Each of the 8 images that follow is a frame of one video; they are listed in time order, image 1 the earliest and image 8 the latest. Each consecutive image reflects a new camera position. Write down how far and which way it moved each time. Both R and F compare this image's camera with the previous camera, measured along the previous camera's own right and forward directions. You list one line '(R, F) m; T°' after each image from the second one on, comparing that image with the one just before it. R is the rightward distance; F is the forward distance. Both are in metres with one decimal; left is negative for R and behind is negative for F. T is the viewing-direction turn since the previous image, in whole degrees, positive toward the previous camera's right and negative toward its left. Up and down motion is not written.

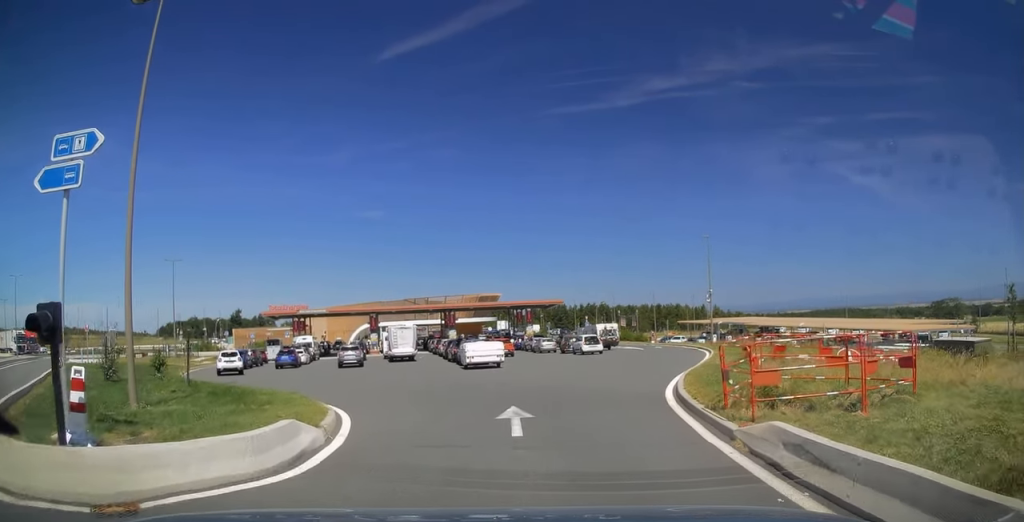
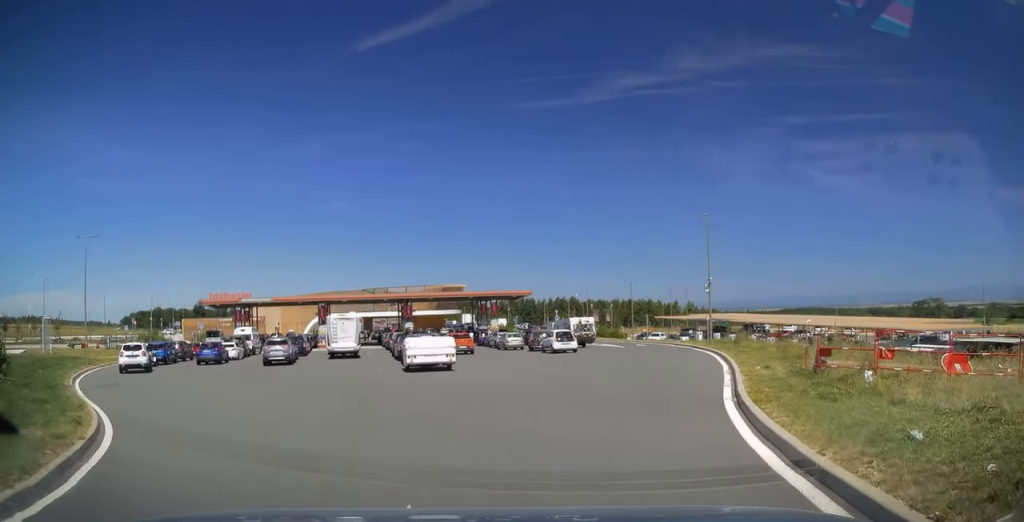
(0.0, +7.3) m; +1°
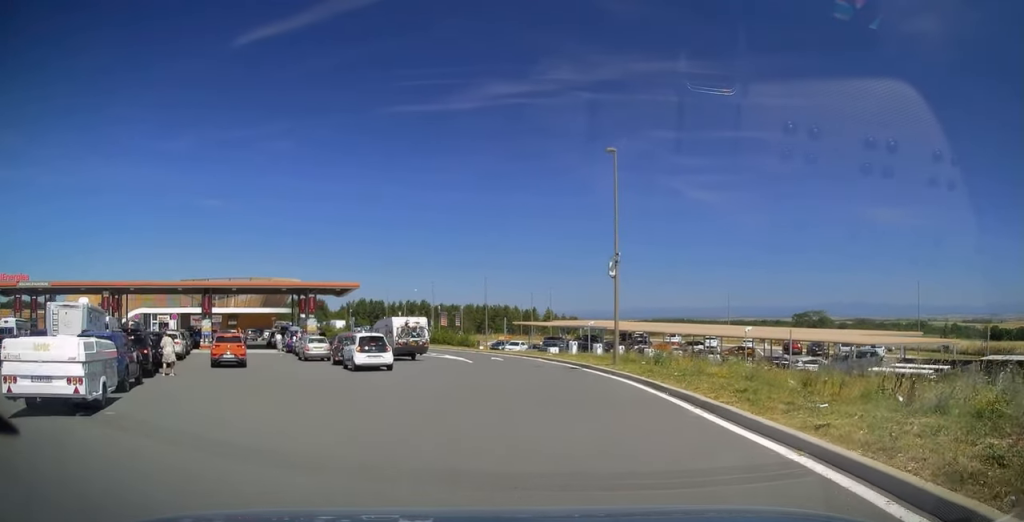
(+1.2, +15.0) m; +12°
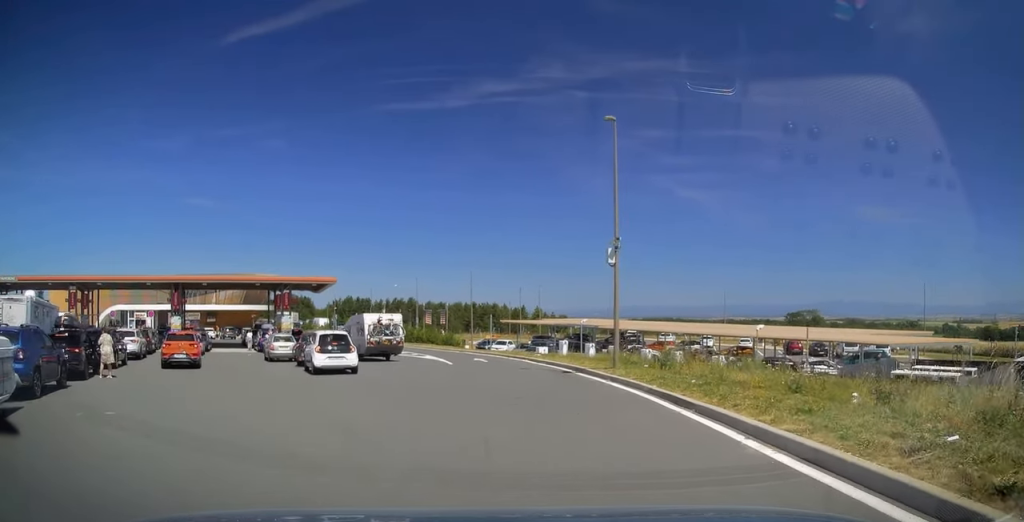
(+0.1, +3.5) m; +1°
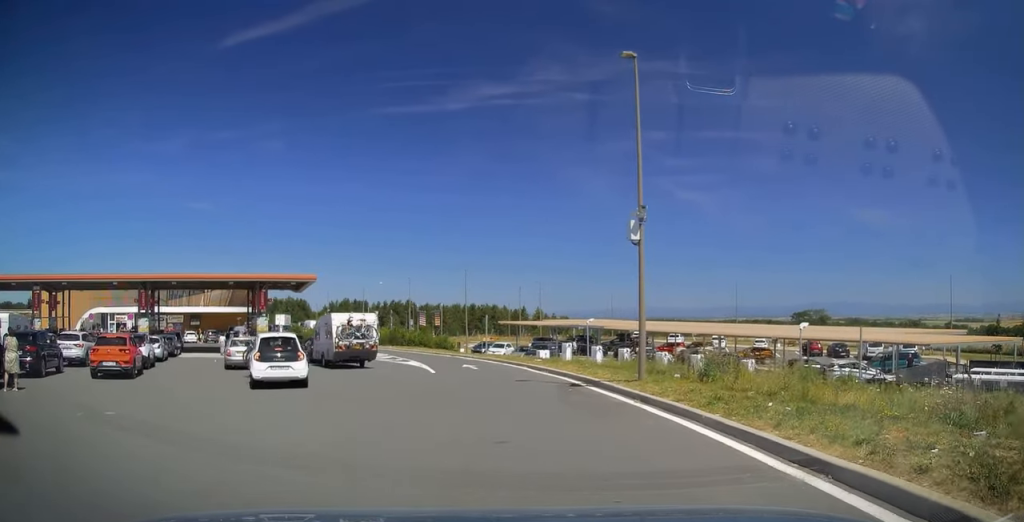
(+0.2, +5.2) m; 0°
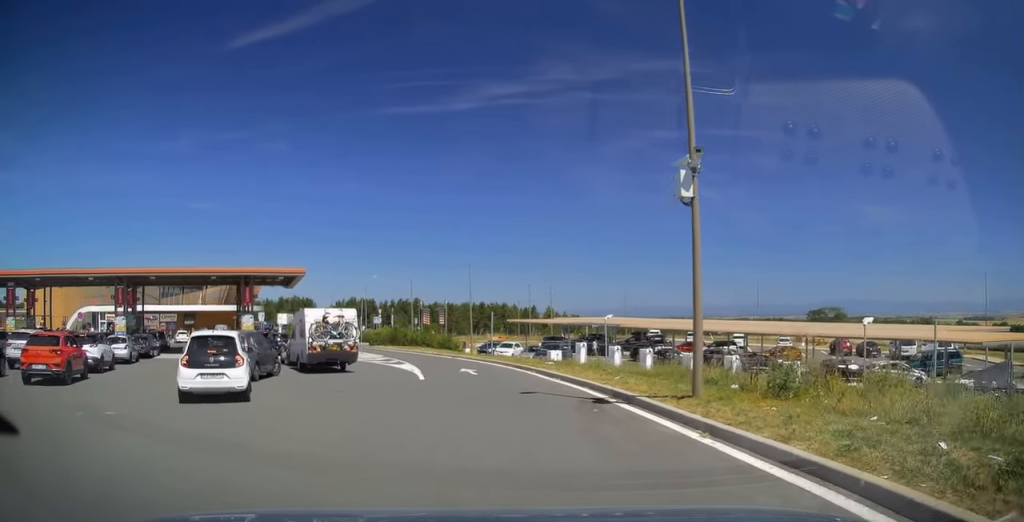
(-0.1, +4.8) m; -1°
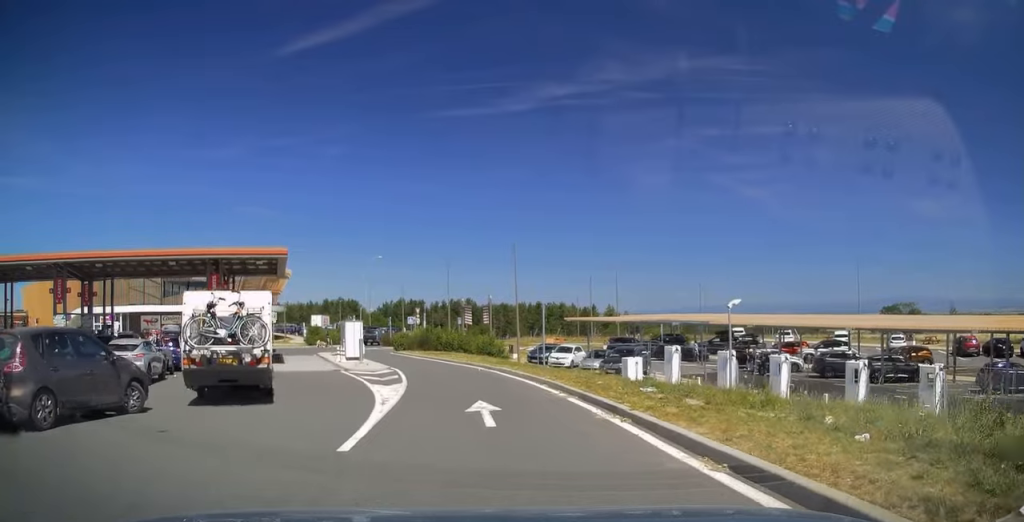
(-0.2, +12.8) m; -4°
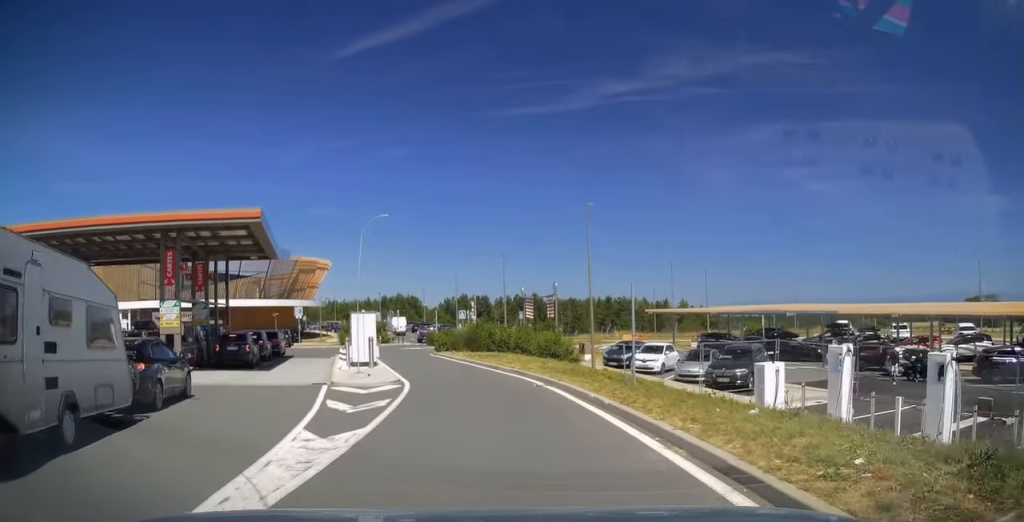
(-0.9, +11.7) m; -9°
